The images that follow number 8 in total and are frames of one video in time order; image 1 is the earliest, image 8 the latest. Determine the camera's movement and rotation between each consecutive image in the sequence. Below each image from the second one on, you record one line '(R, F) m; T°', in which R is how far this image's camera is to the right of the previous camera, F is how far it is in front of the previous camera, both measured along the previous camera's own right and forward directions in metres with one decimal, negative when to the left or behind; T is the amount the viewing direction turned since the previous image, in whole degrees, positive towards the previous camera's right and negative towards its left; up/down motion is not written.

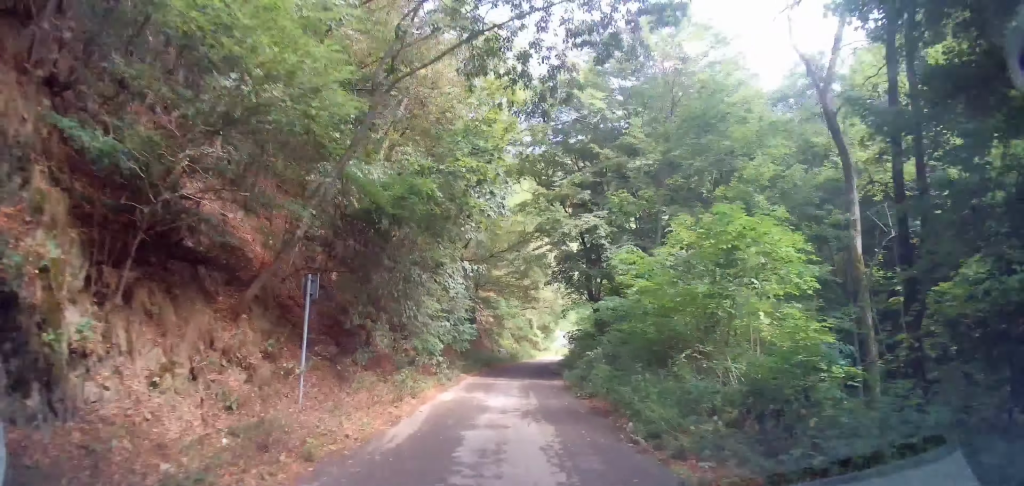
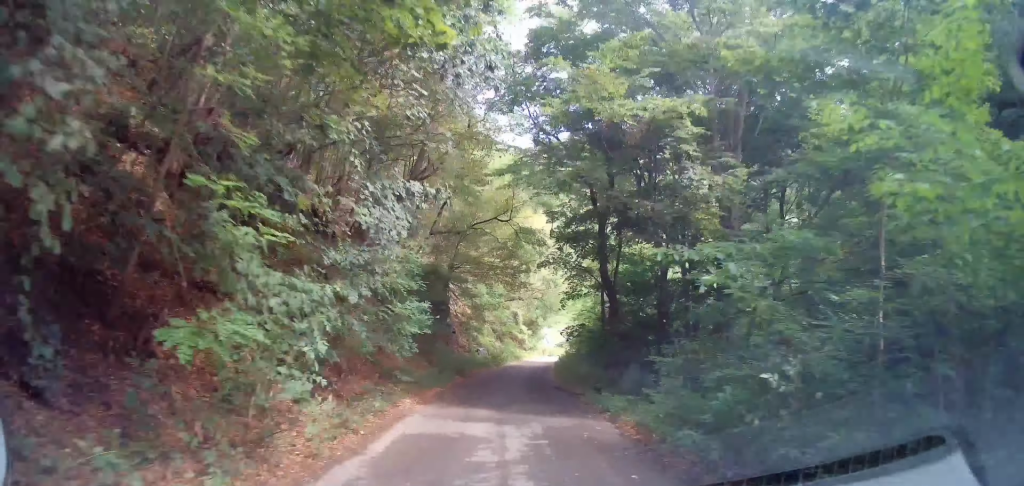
(+0.5, +8.1) m; +4°
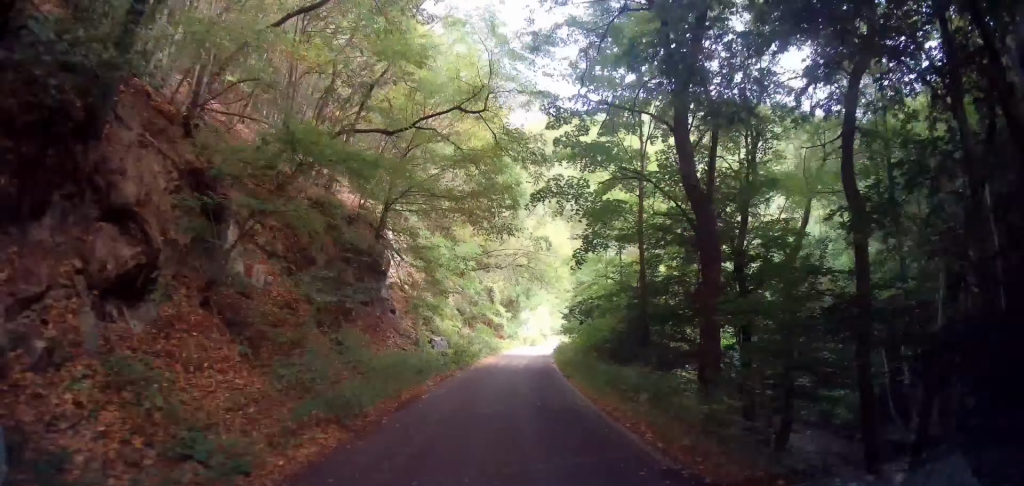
(+0.2, +12.7) m; +2°
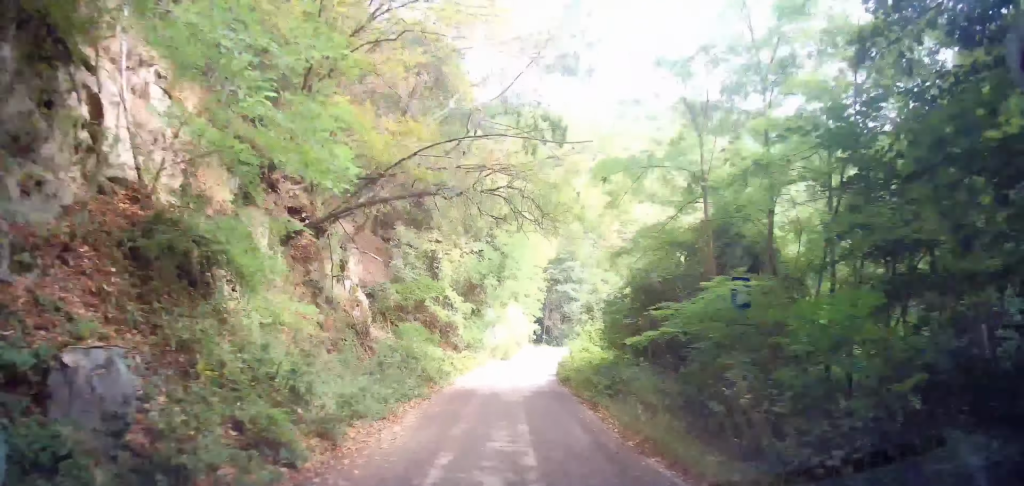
(+0.3, +17.3) m; +2°
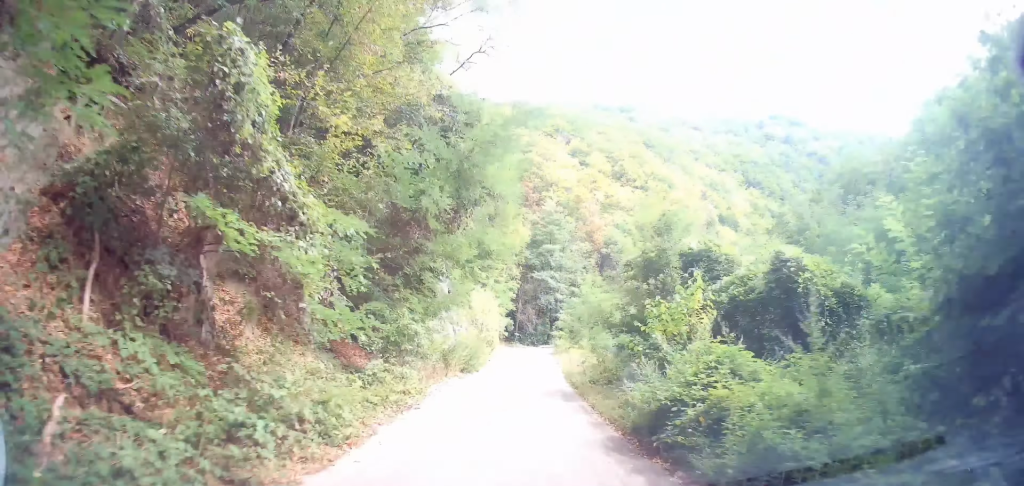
(+0.6, +14.8) m; +3°
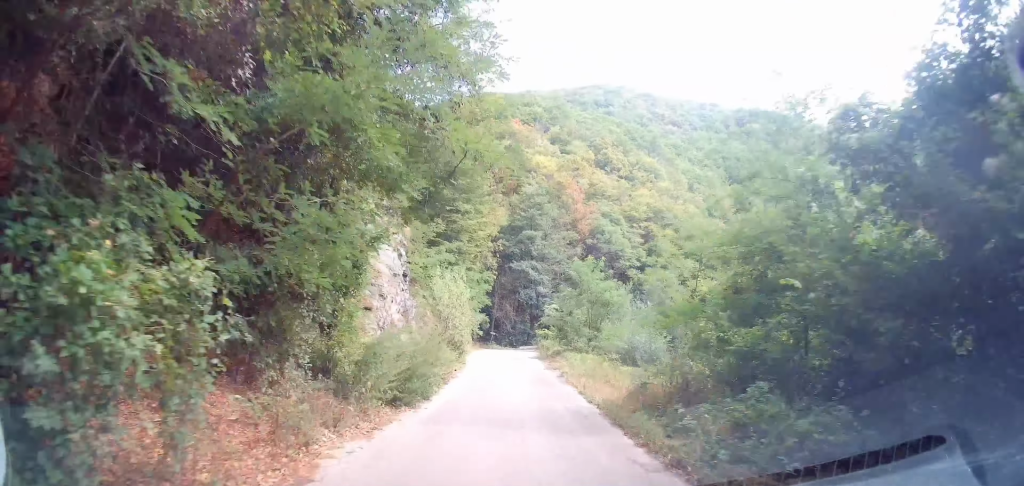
(+0.2, +10.0) m; +1°
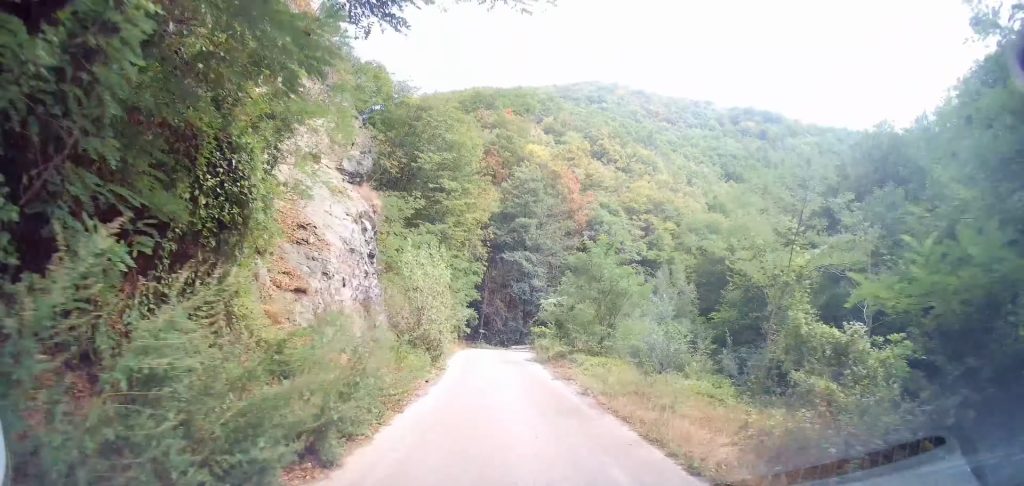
(-0.3, +6.2) m; +2°
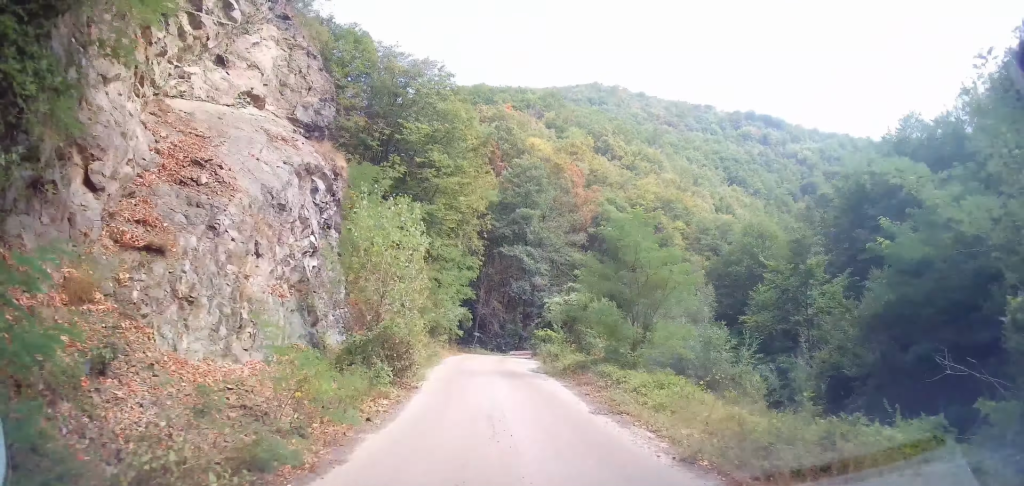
(+0.3, +6.4) m; +3°
